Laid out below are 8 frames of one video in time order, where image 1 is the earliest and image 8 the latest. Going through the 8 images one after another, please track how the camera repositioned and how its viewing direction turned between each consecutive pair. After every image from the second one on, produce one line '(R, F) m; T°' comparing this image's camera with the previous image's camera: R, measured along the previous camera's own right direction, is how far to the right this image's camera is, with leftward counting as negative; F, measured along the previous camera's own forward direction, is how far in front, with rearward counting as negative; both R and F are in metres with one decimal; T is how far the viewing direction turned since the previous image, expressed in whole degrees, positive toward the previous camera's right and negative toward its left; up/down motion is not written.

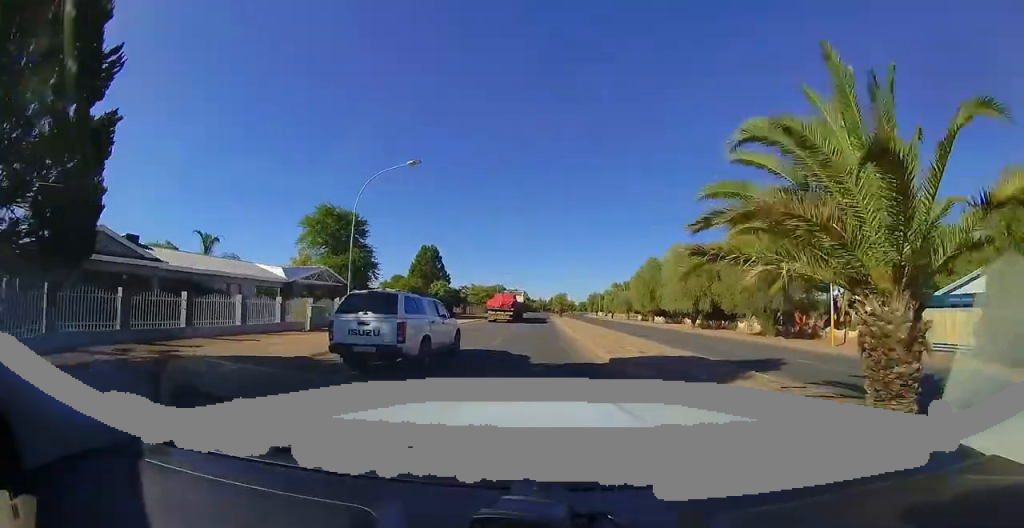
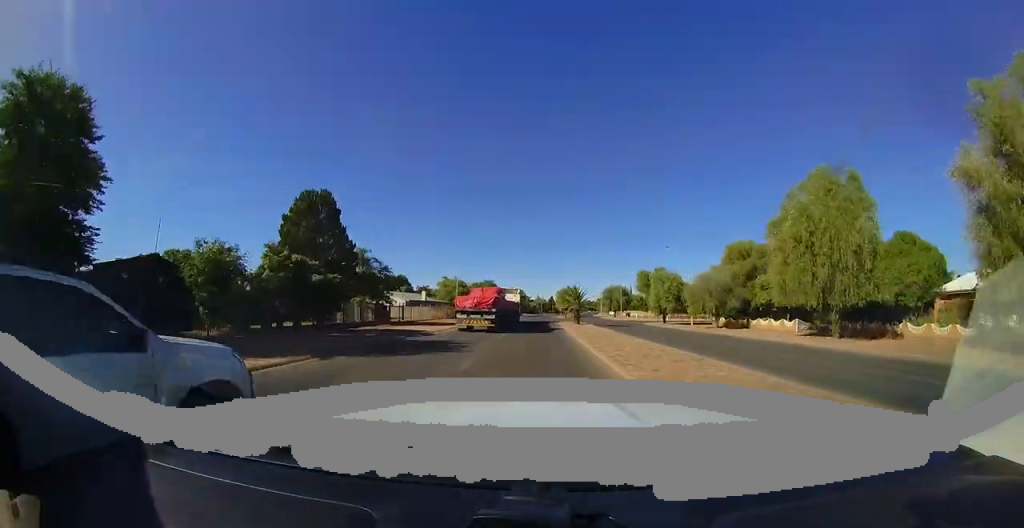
(-0.4, +30.9) m; -1°
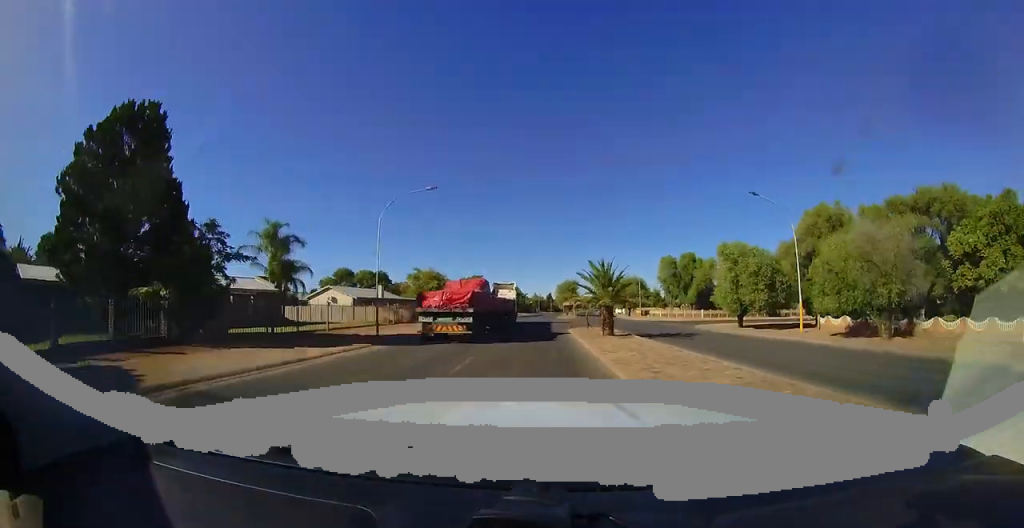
(-0.1, +17.1) m; +1°
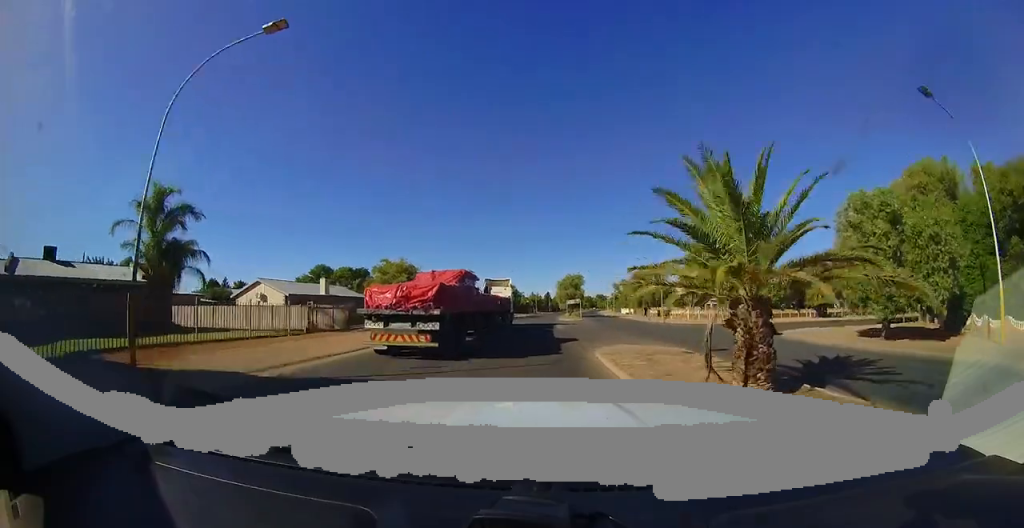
(0.0, +12.7) m; +2°
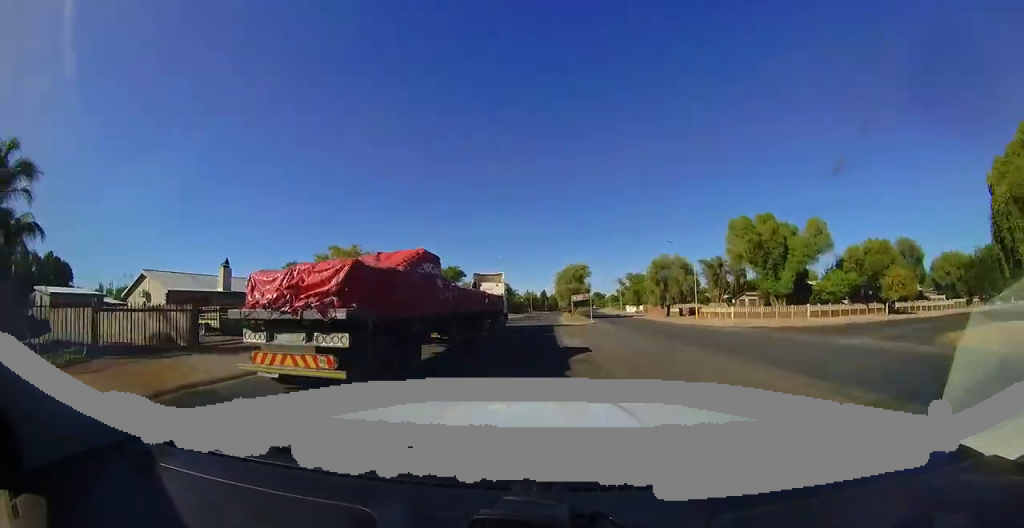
(+0.5, +12.5) m; +2°
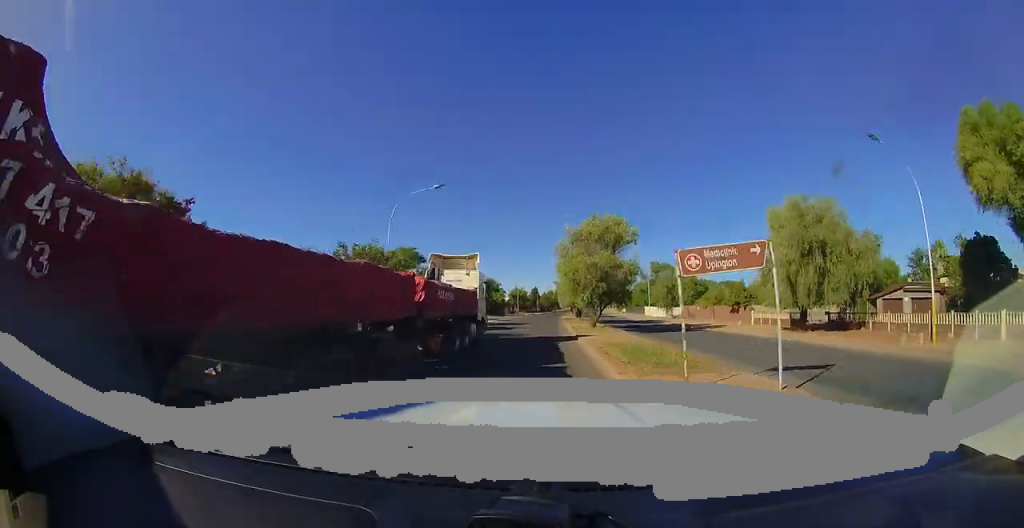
(+0.3, +26.5) m; +1°
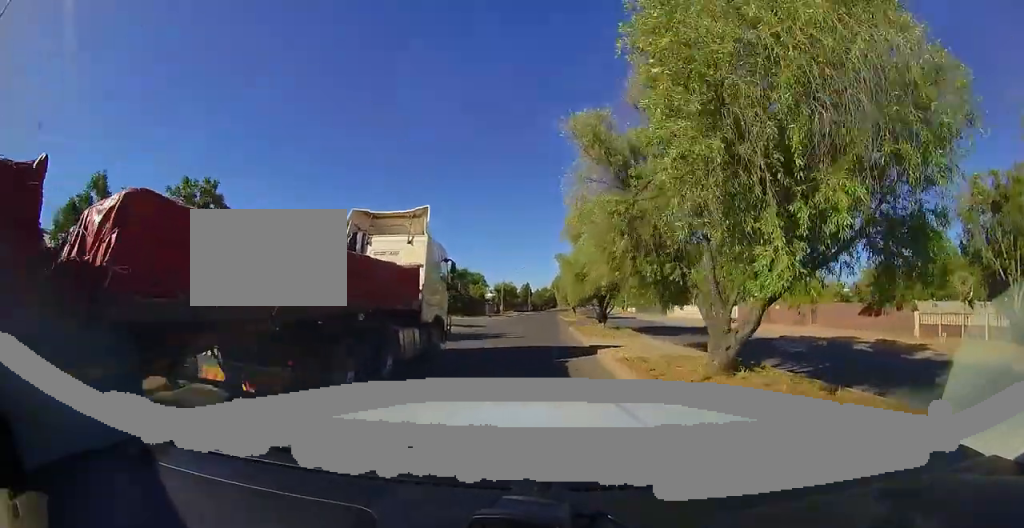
(+0.1, +18.4) m; +1°
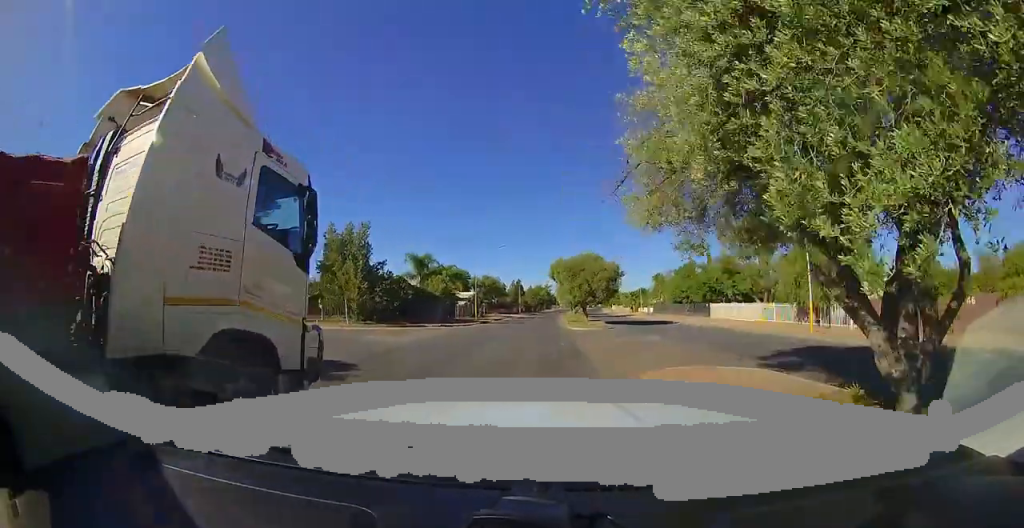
(+0.1, +17.8) m; +1°
